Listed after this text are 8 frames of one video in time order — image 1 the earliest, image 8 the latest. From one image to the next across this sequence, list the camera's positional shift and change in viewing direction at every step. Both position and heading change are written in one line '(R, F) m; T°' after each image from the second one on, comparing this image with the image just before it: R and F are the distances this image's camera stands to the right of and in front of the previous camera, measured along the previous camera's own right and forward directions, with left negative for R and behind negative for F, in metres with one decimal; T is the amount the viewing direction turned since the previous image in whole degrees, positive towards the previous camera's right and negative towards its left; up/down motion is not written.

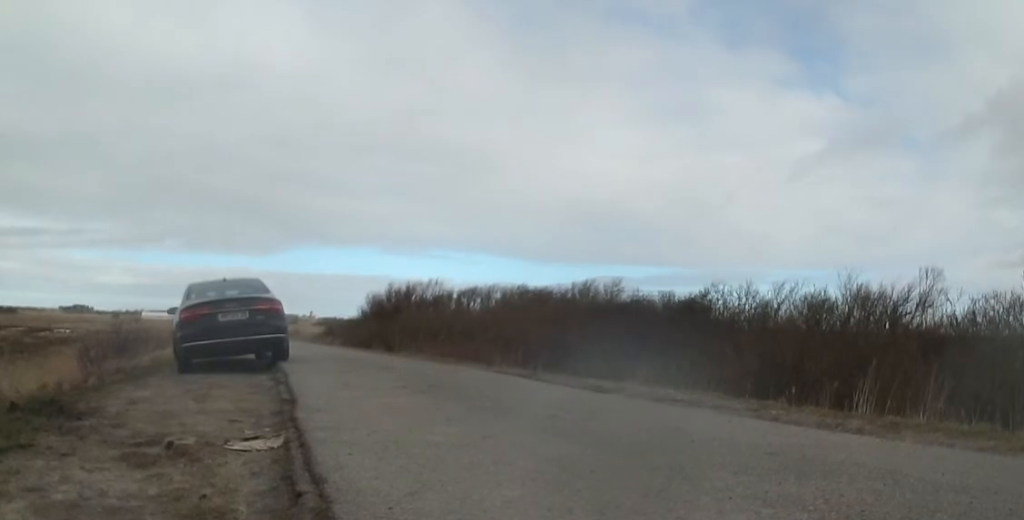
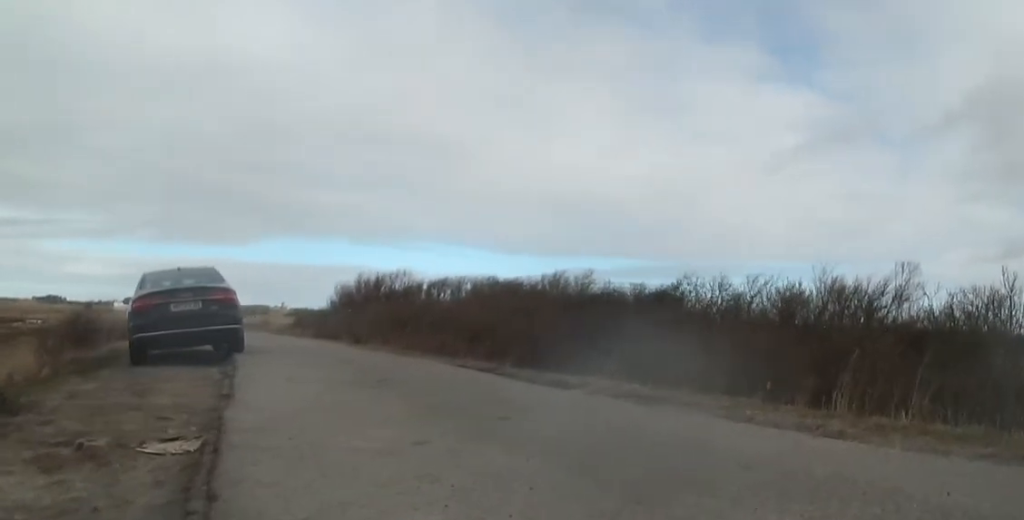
(-0.1, +3.8) m; -2°
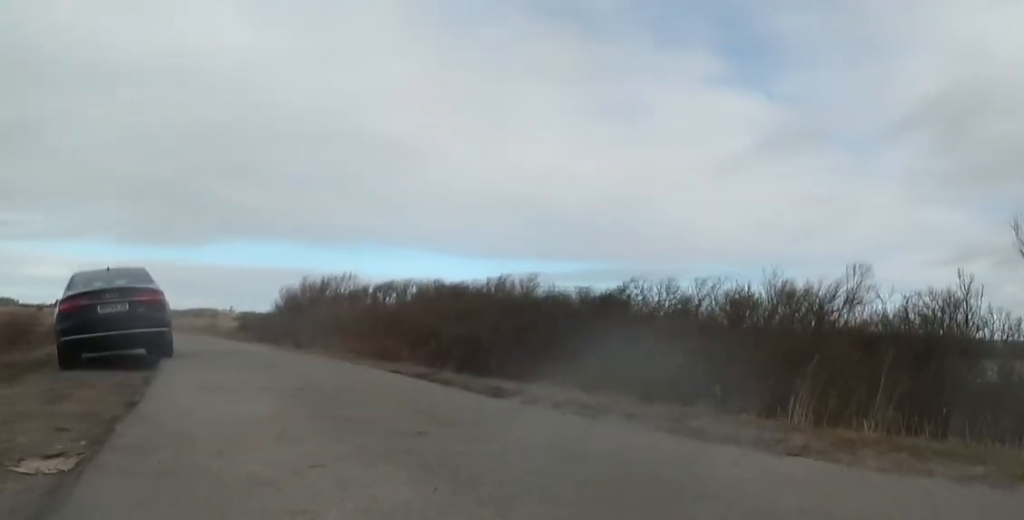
(-0.3, +2.8) m; 0°
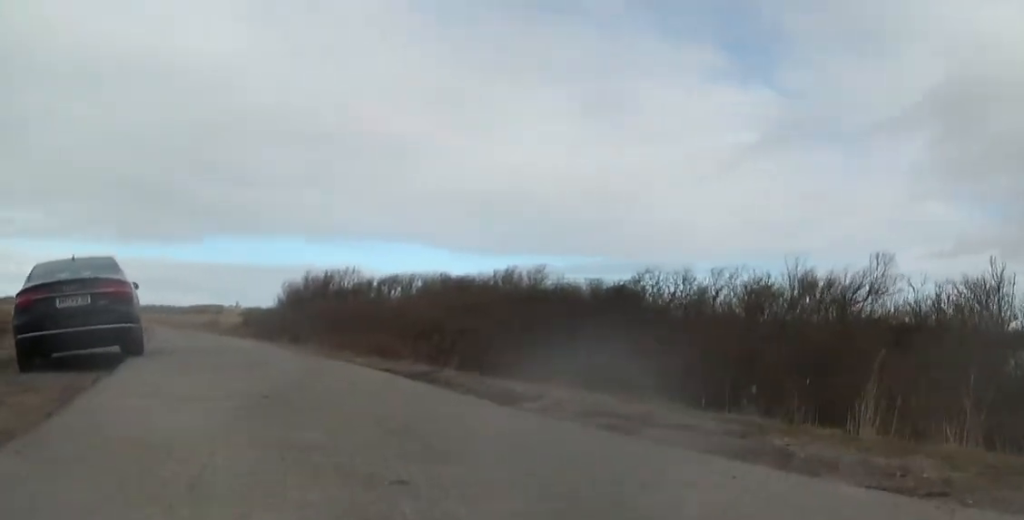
(+0.1, +5.0) m; 0°
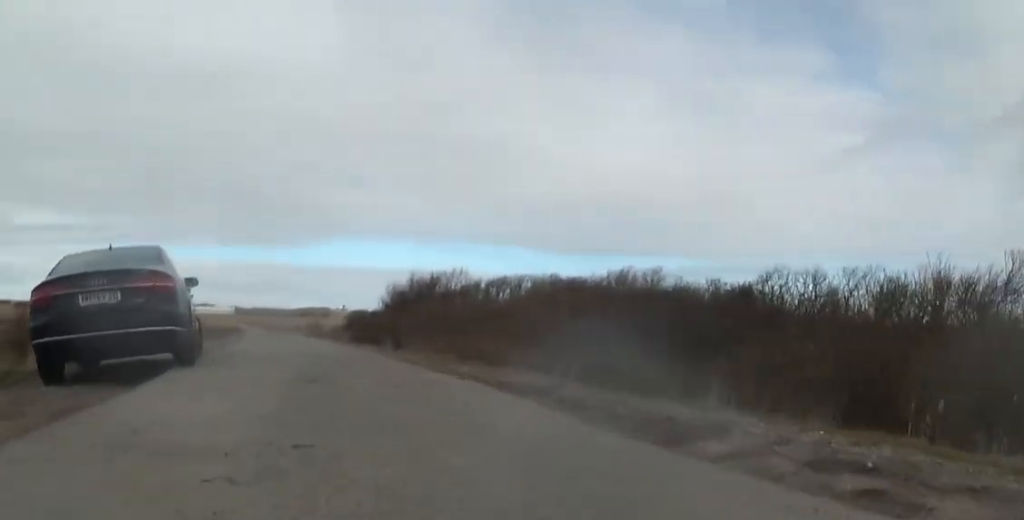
(+0.3, +5.4) m; 0°
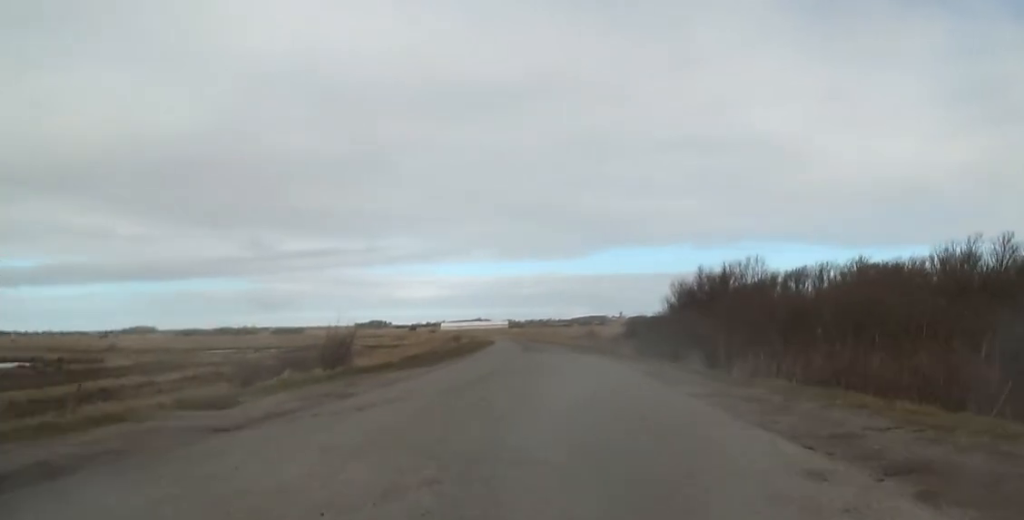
(-1.4, +19.2) m; -4°
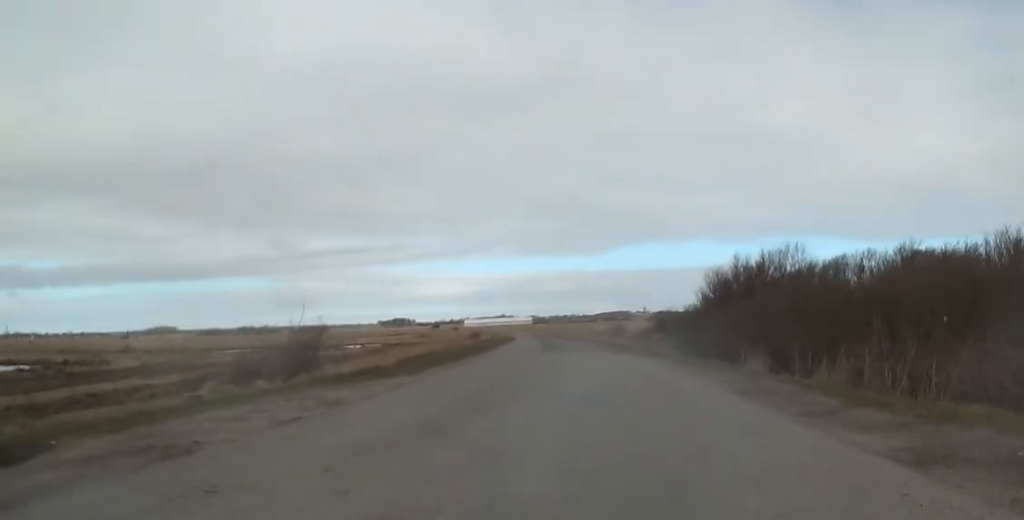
(+0.7, +7.0) m; +2°
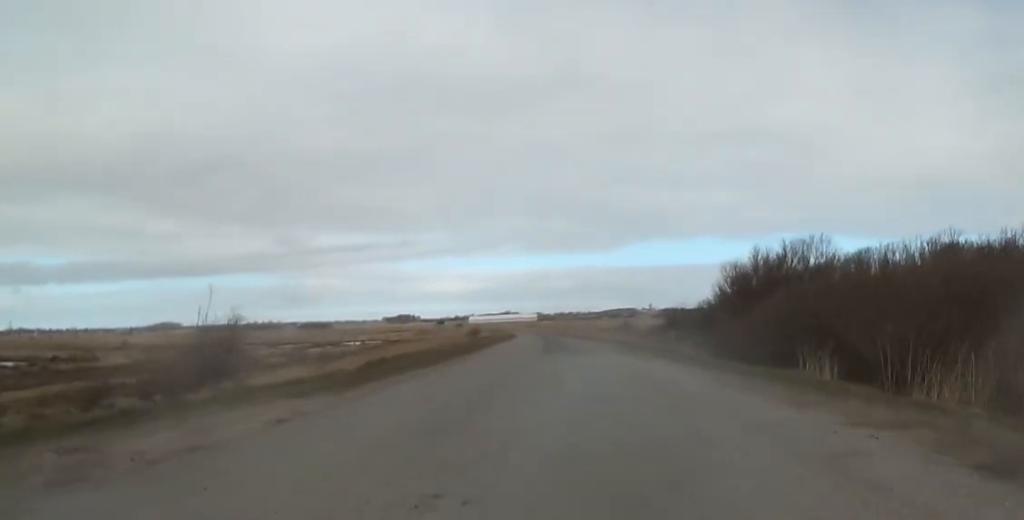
(-0.1, +6.1) m; -1°
